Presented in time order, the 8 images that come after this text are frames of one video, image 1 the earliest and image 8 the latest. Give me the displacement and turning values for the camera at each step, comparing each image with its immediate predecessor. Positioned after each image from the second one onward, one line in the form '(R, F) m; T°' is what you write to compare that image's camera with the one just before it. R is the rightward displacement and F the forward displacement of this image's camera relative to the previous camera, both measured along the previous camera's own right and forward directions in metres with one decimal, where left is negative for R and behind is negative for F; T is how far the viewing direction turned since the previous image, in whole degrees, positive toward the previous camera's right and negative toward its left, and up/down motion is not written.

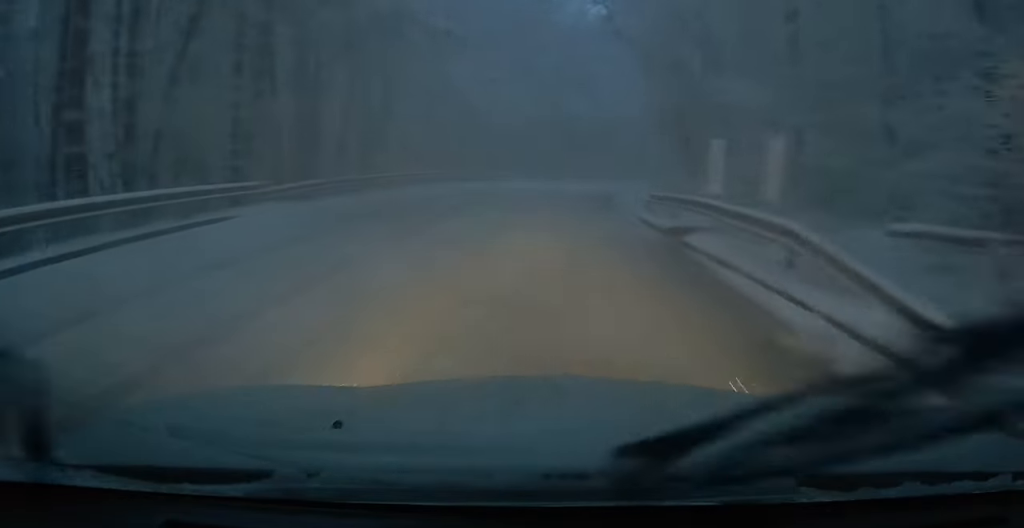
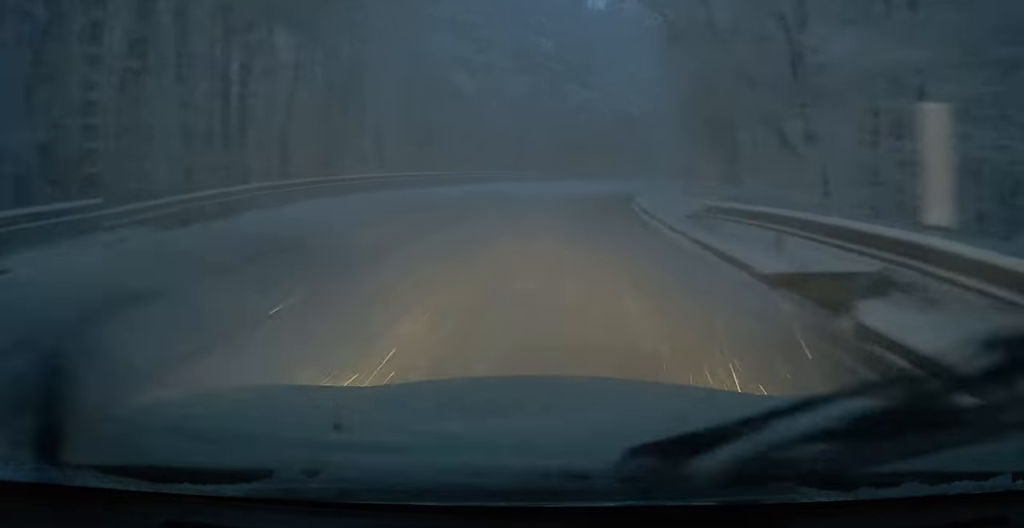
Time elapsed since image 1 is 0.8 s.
(-0.1, +7.0) m; +1°
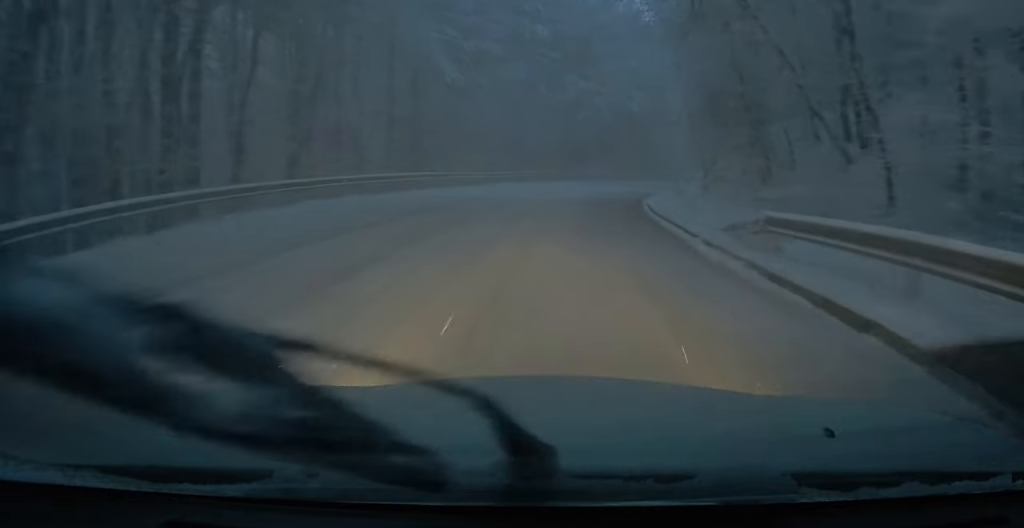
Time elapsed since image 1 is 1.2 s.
(0.0, +3.7) m; +1°
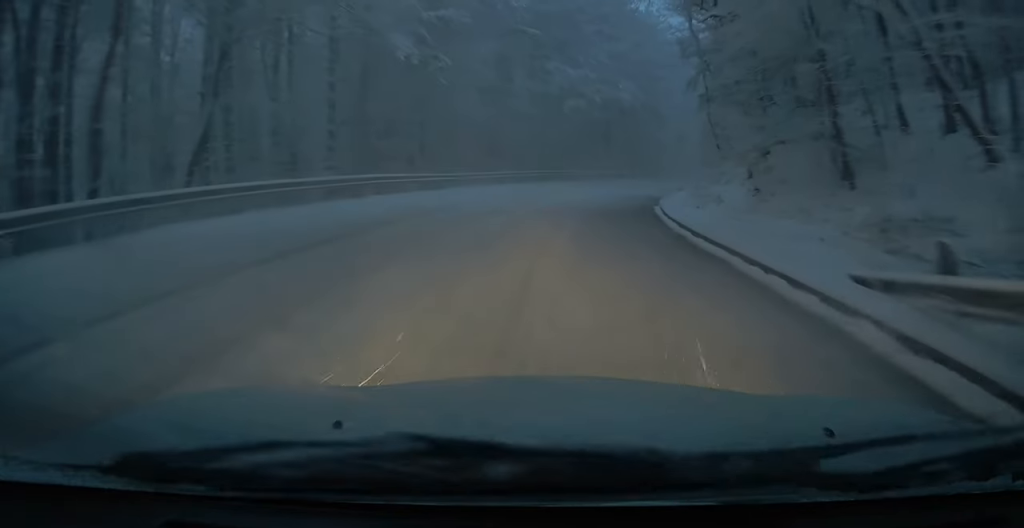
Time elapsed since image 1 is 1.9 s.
(+0.1, +7.0) m; +2°
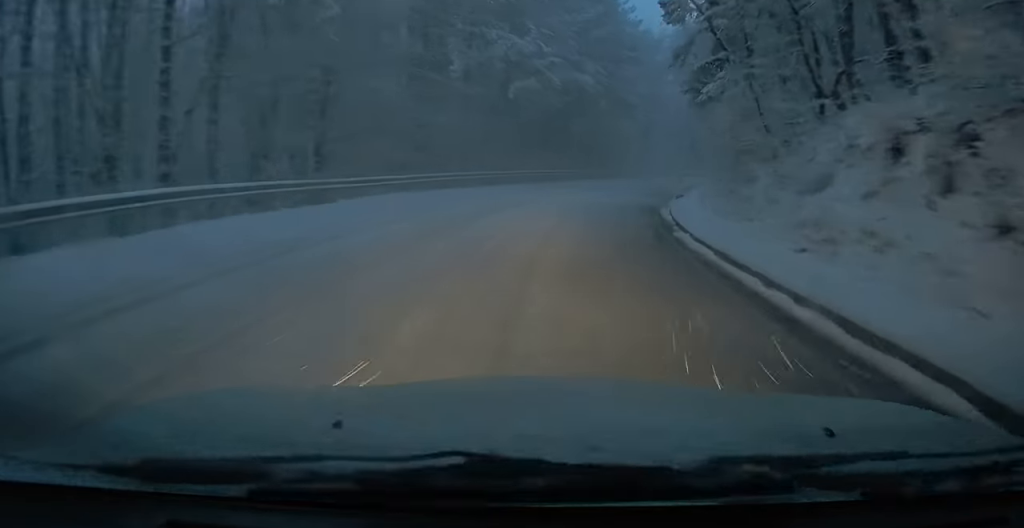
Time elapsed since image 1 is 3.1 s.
(+0.1, +10.5) m; 0°
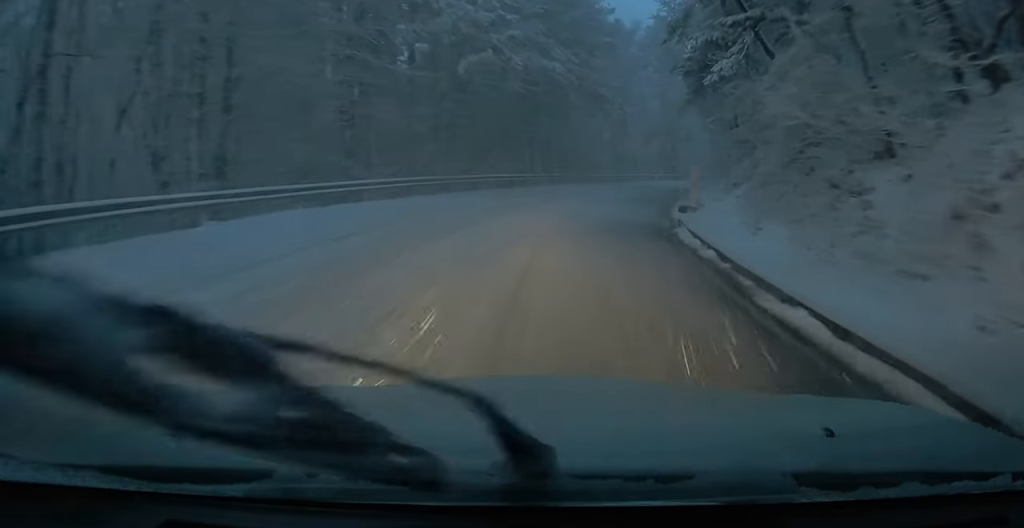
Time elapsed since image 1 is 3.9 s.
(0.0, +7.2) m; -2°
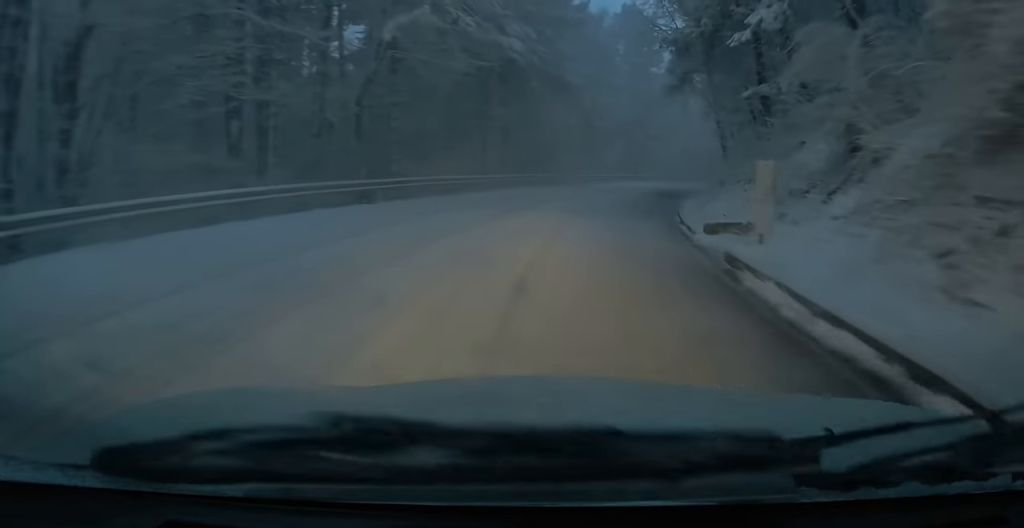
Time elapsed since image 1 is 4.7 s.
(-0.2, +7.3) m; +3°
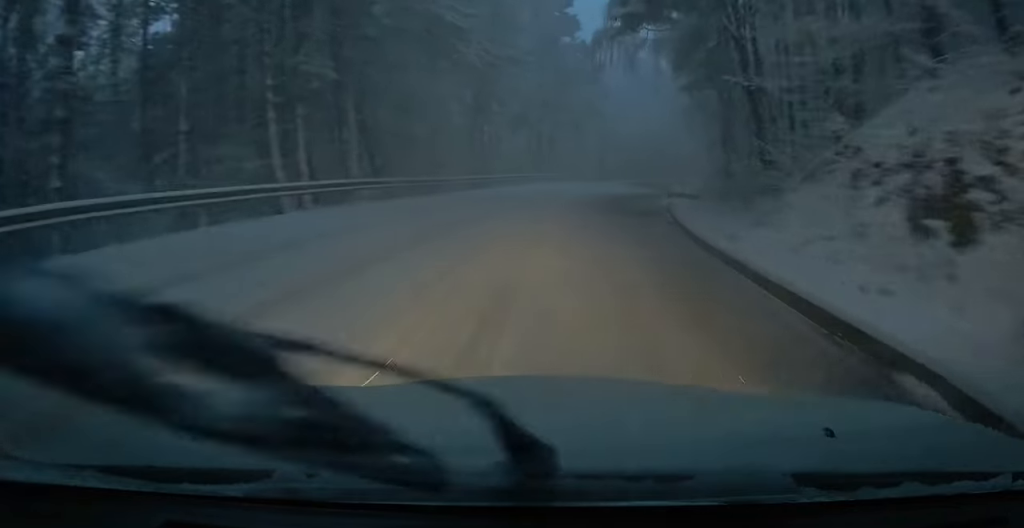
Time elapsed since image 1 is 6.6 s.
(+1.9, +16.0) m; +10°
